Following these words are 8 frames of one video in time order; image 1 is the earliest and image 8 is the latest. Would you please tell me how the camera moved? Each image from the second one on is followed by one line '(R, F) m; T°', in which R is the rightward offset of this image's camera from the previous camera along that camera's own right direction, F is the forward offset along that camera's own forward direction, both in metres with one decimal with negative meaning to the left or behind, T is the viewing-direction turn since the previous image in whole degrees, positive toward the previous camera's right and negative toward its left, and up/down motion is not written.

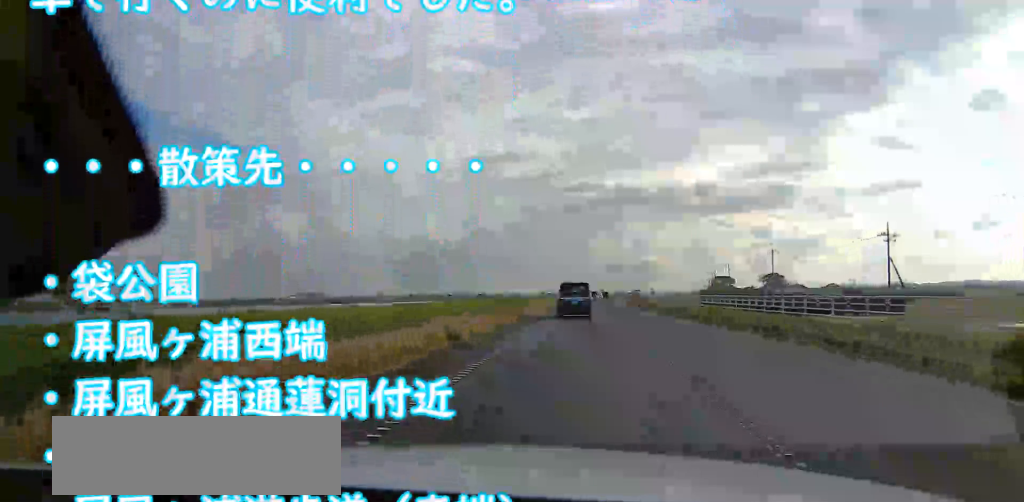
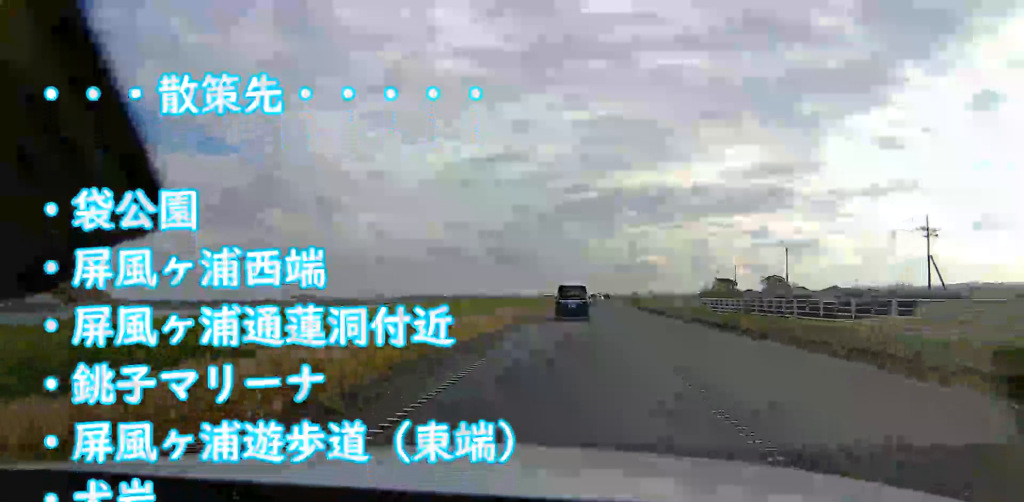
(-0.3, +7.8) m; +2°
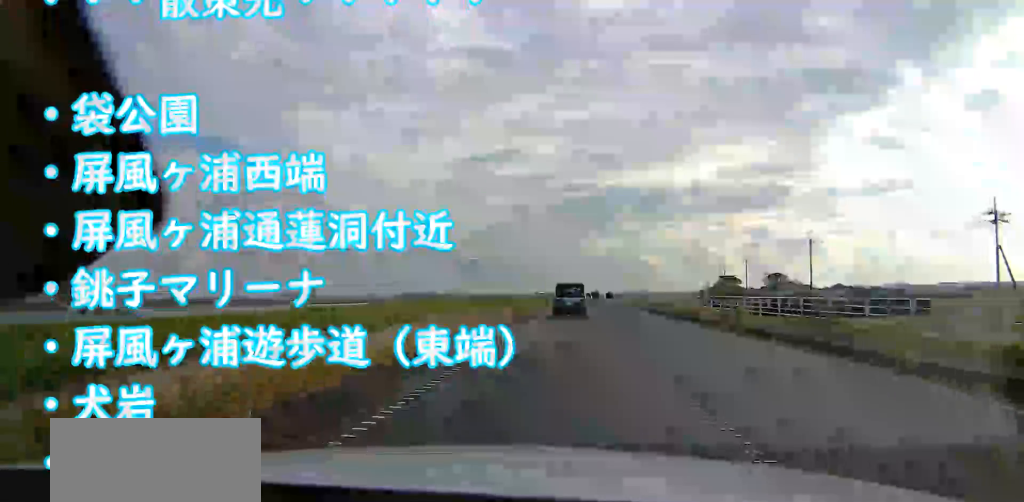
(+1.1, +10.3) m; 0°
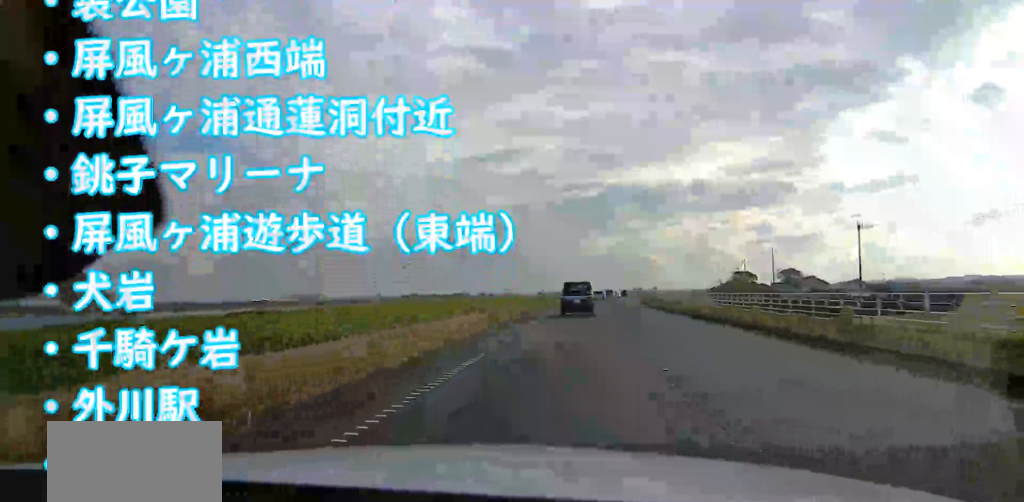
(-0.6, +12.5) m; -2°
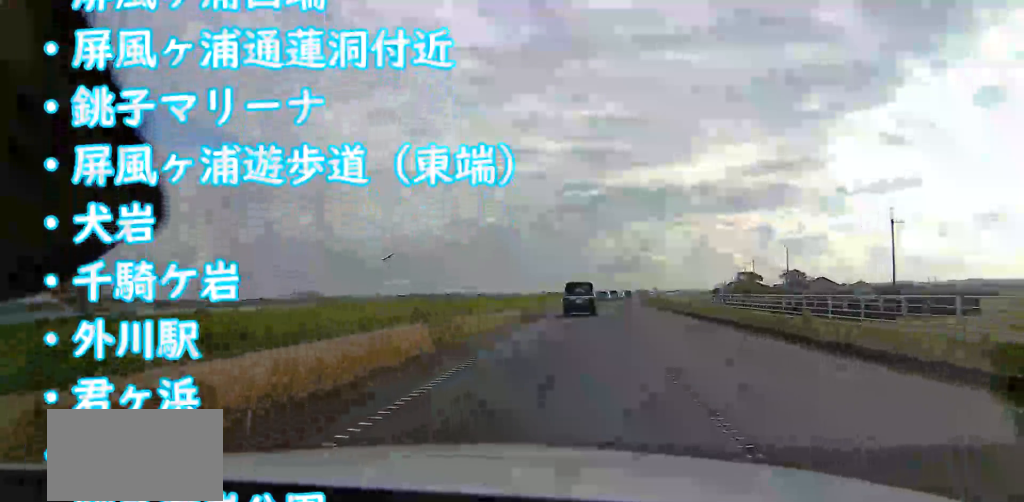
(-0.3, +7.5) m; -1°
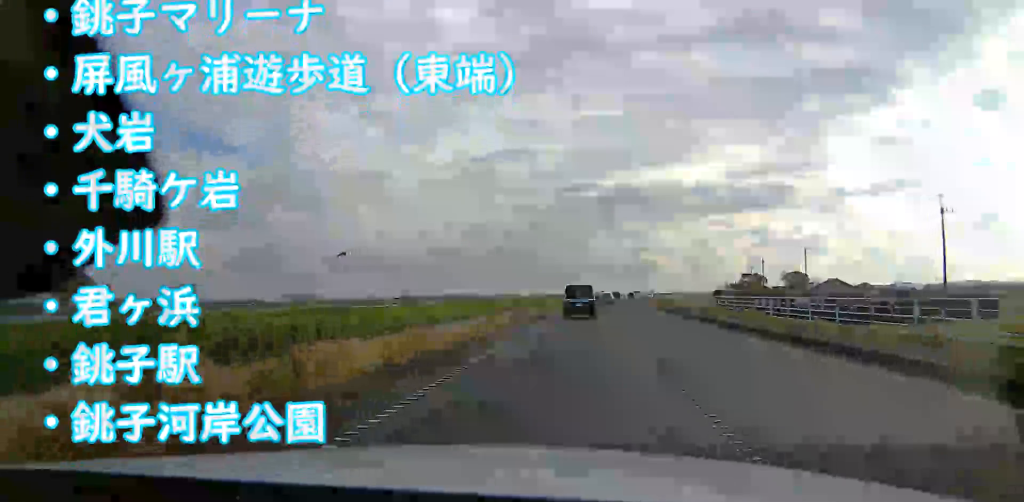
(+0.3, +10.0) m; +1°
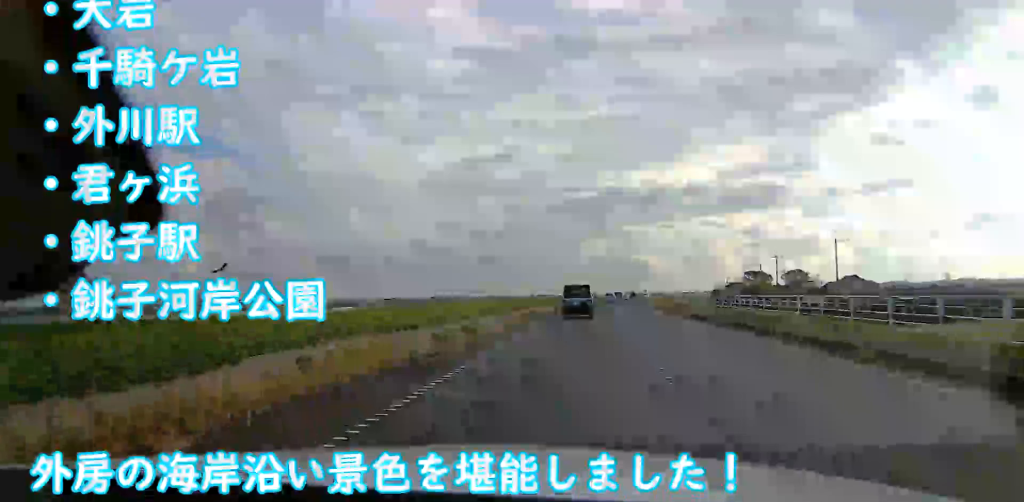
(+0.1, +13.5) m; 0°
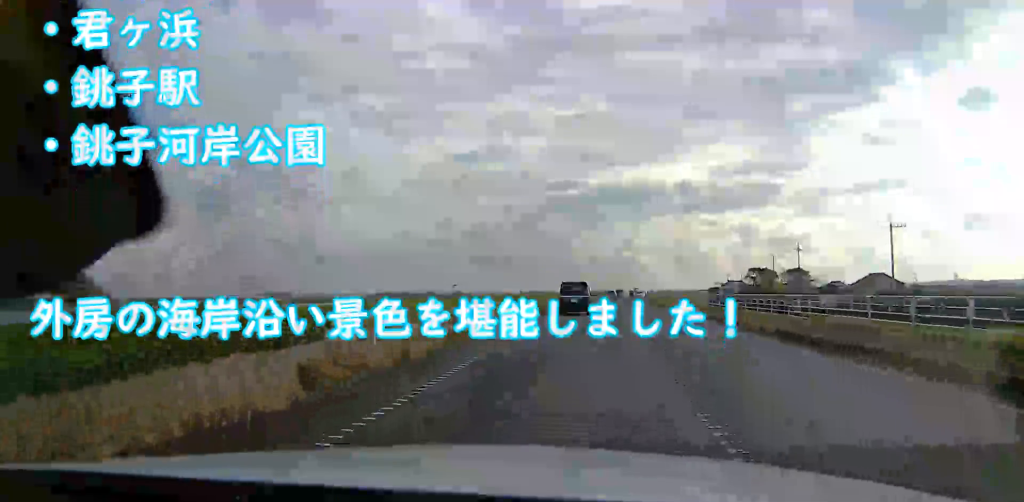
(0.0, +16.9) m; +1°
